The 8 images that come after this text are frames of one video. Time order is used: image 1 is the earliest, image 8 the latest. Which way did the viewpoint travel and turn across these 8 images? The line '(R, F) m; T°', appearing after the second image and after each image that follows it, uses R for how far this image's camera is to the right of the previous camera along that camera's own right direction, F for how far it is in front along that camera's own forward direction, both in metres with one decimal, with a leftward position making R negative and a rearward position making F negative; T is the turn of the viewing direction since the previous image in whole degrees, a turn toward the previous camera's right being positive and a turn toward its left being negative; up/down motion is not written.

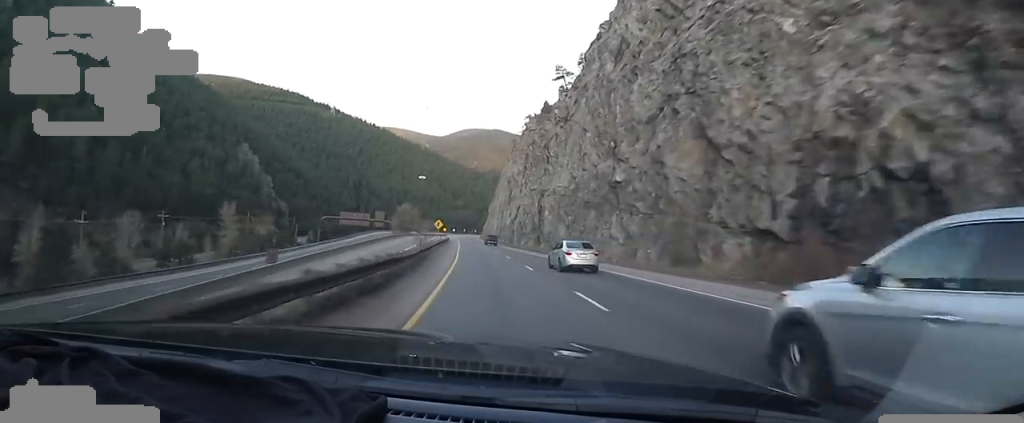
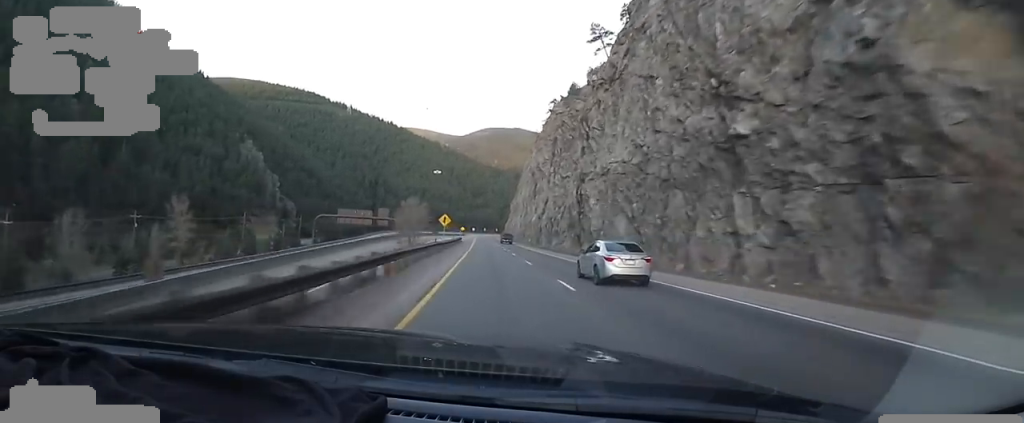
(-0.7, +21.5) m; -2°
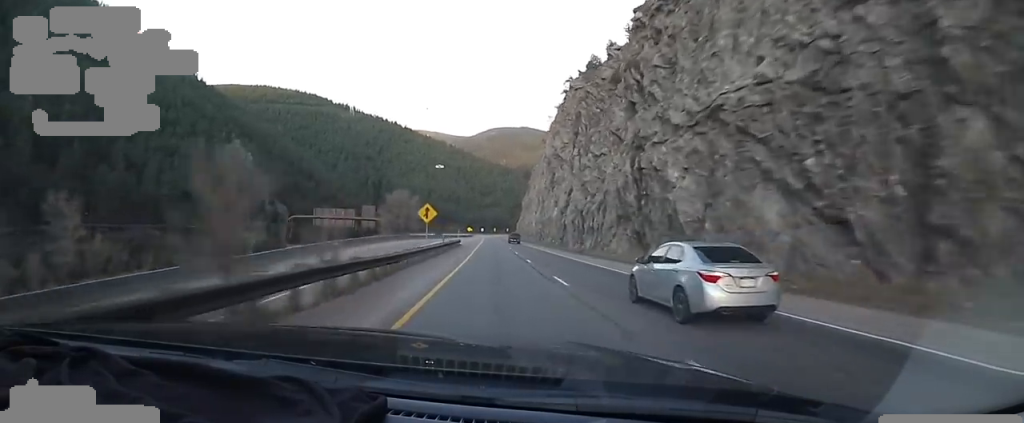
(-0.3, +23.7) m; 0°
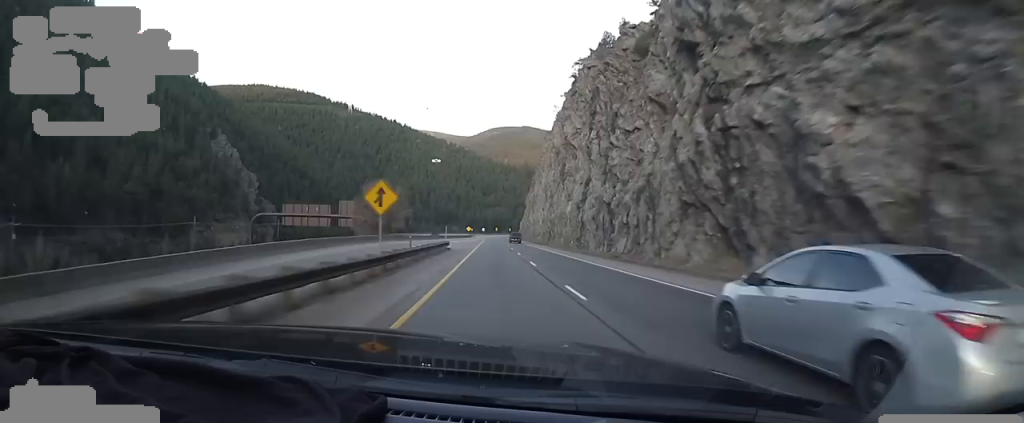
(0.0, +15.9) m; +1°
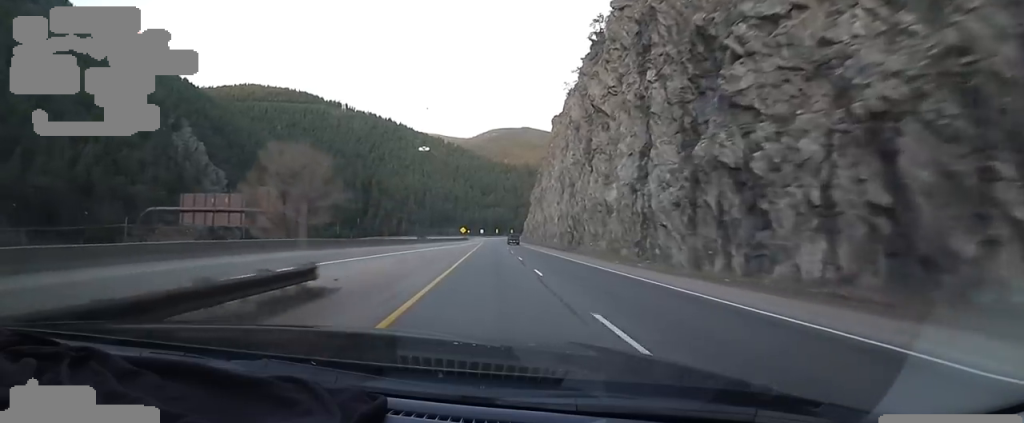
(+0.6, +29.7) m; -1°
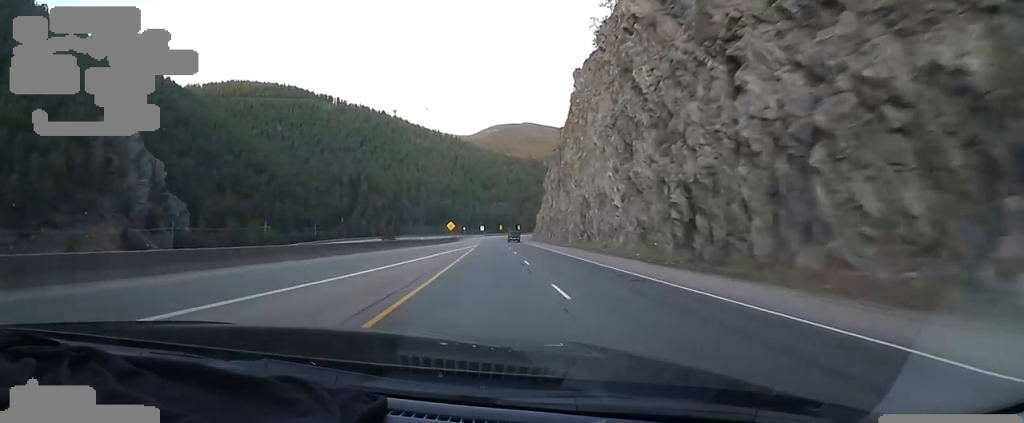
(+0.7, +44.2) m; +1°
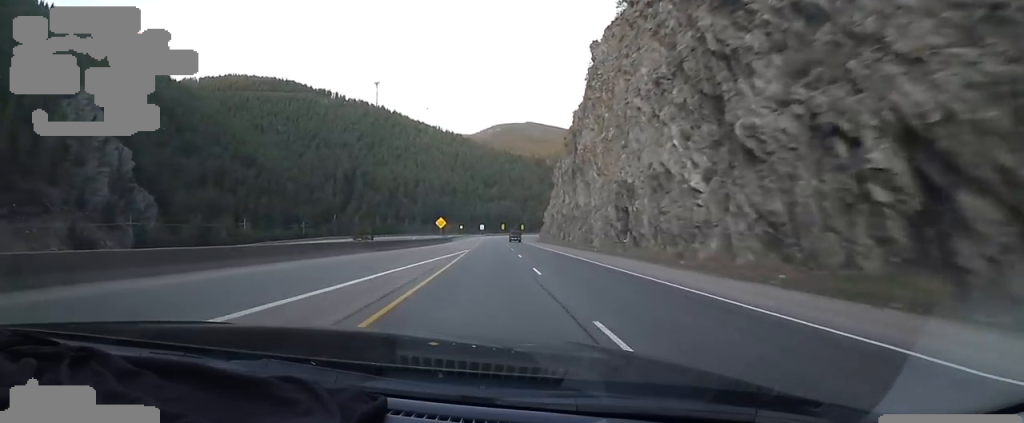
(-0.2, +18.5) m; -1°
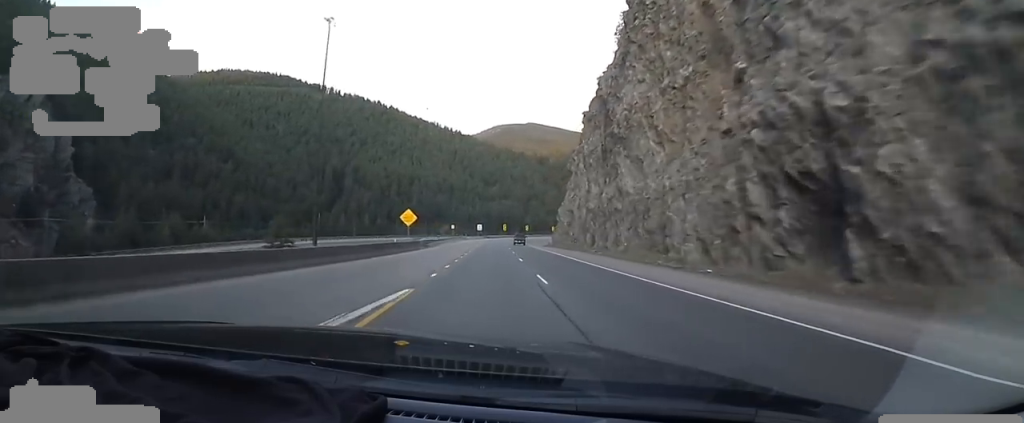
(-0.7, +26.8) m; -1°
